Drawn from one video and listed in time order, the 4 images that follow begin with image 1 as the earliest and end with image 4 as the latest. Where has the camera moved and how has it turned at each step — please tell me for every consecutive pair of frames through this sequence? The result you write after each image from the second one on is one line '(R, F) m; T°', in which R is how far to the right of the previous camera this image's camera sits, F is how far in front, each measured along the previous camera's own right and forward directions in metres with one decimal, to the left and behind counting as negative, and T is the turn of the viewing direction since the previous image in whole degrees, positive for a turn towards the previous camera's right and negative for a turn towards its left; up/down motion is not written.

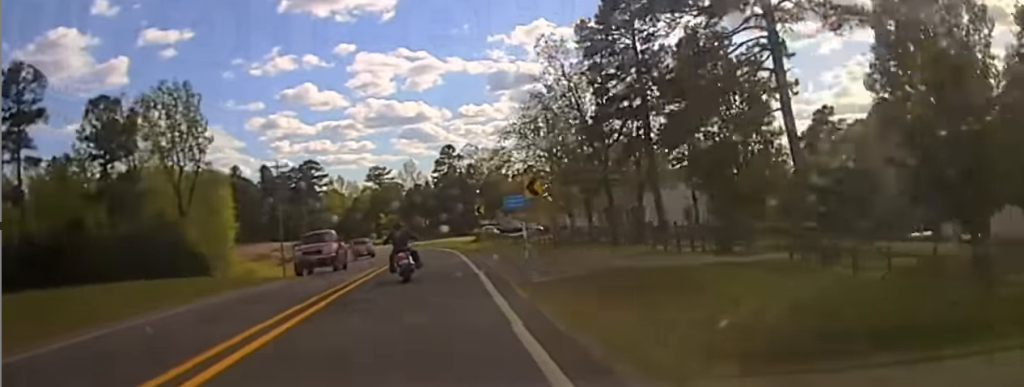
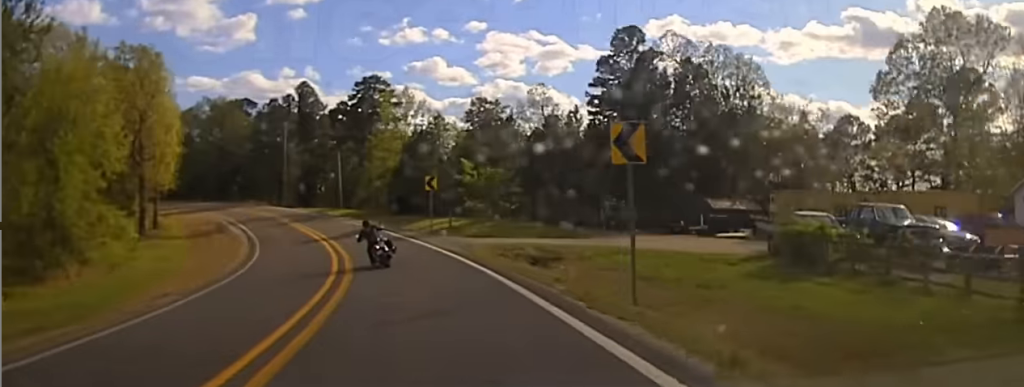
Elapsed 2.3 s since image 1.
(-3.4, +68.3) m; -10°
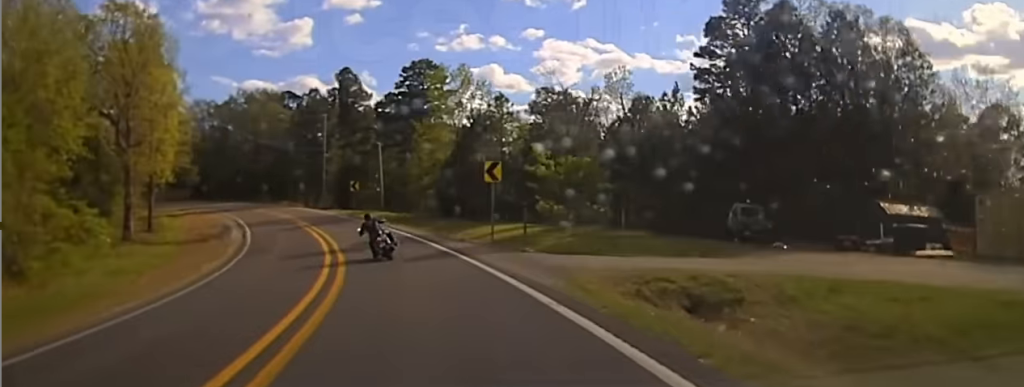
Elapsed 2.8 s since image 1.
(-0.8, +14.5) m; -4°
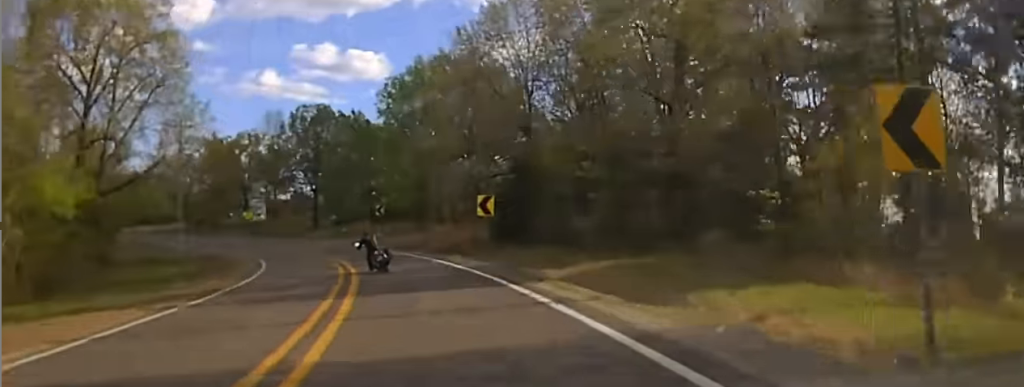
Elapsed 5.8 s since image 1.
(-23.0, +92.3) m; -29°
